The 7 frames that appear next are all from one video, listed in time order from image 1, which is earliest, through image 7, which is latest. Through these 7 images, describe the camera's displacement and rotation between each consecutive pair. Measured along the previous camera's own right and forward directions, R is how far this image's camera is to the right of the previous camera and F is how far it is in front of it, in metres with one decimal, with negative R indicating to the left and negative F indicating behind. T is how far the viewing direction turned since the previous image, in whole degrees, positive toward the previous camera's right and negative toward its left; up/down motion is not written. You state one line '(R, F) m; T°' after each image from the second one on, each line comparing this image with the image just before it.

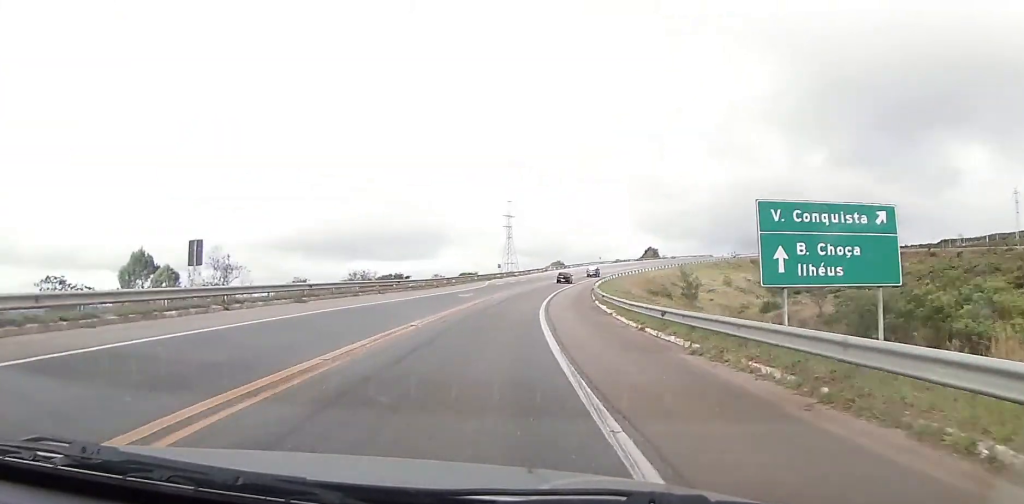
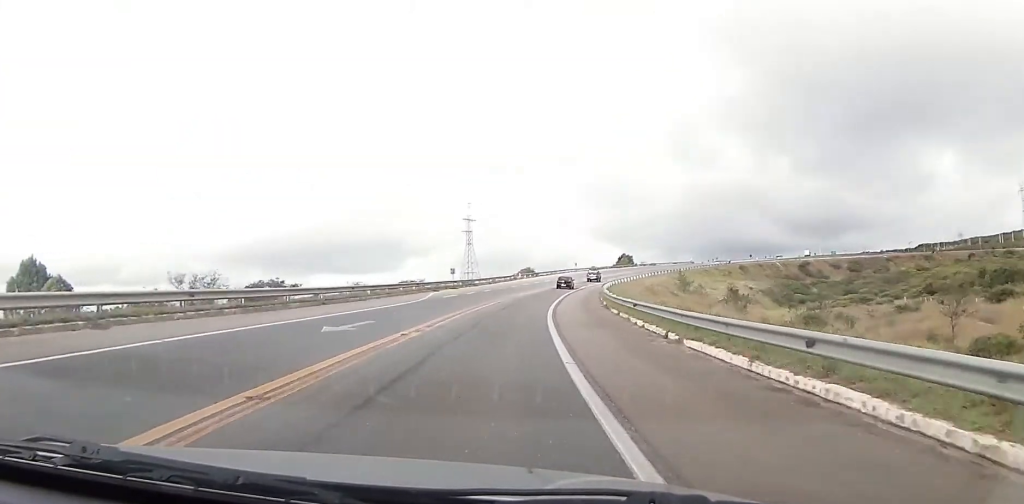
(+0.5, +27.6) m; +3°
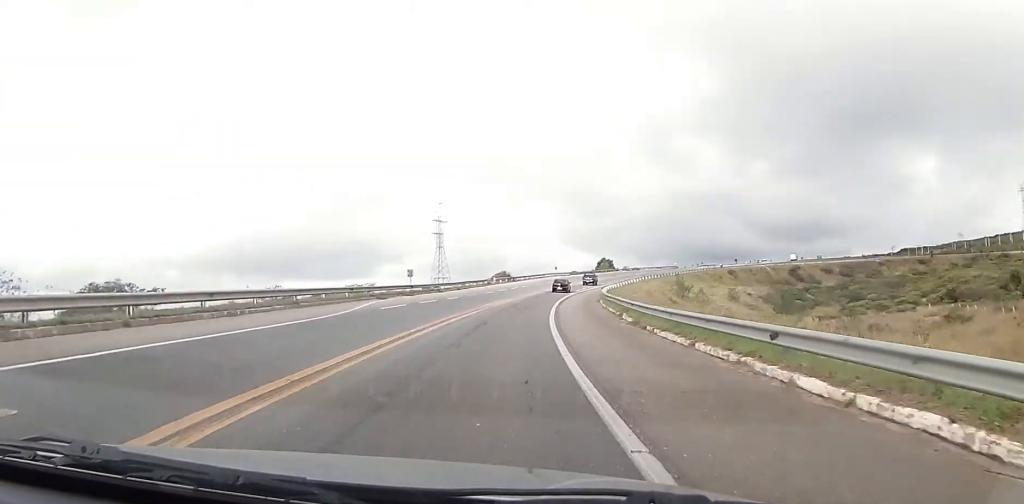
(-0.1, +15.0) m; +2°
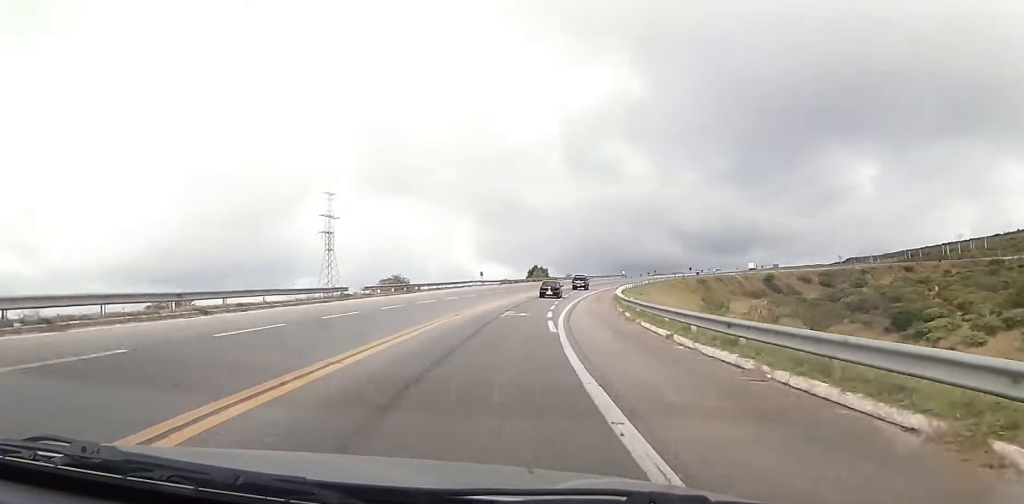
(+3.5, +46.5) m; +7°
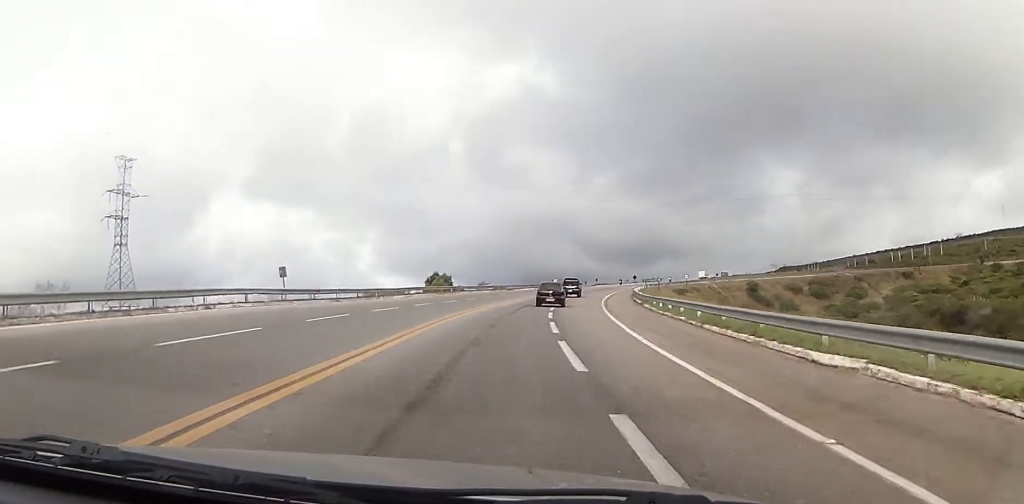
(+4.1, +57.6) m; +9°
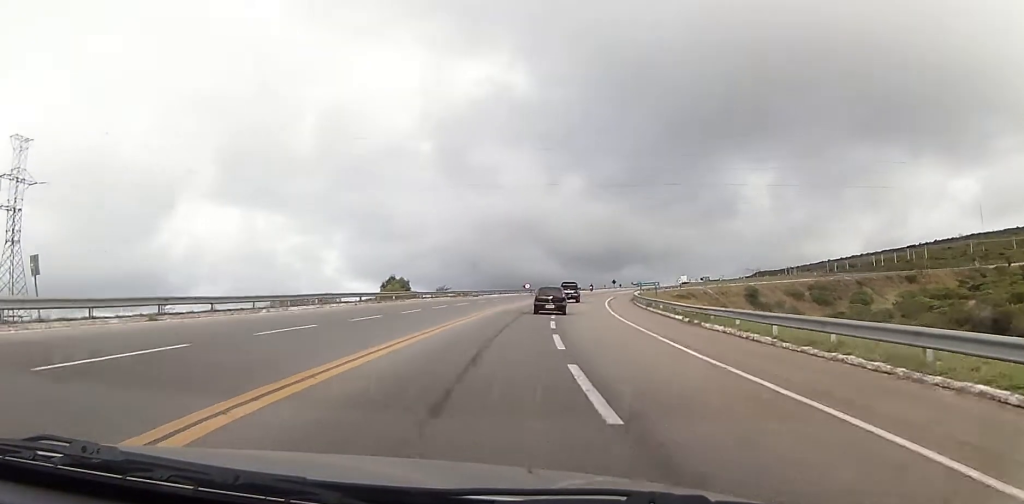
(+0.7, +19.7) m; +3°
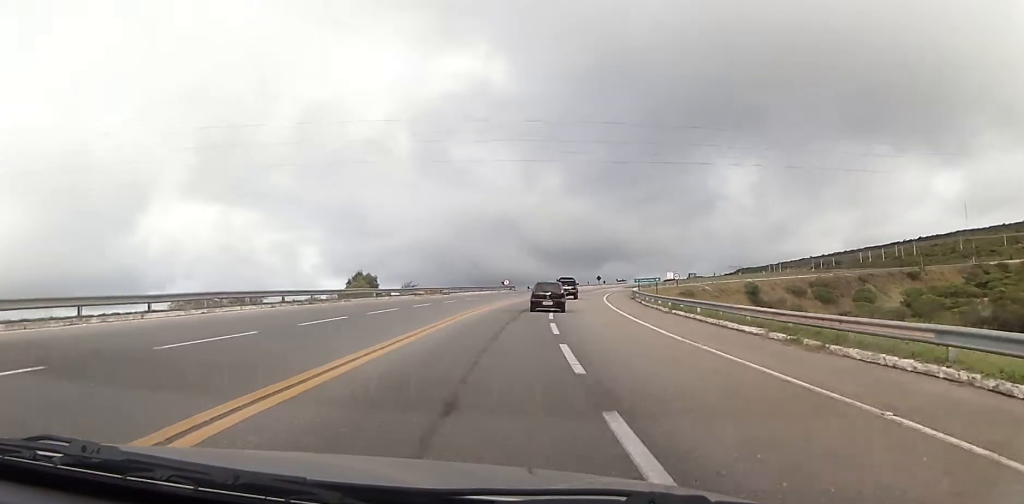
(+0.2, +12.8) m; +2°
